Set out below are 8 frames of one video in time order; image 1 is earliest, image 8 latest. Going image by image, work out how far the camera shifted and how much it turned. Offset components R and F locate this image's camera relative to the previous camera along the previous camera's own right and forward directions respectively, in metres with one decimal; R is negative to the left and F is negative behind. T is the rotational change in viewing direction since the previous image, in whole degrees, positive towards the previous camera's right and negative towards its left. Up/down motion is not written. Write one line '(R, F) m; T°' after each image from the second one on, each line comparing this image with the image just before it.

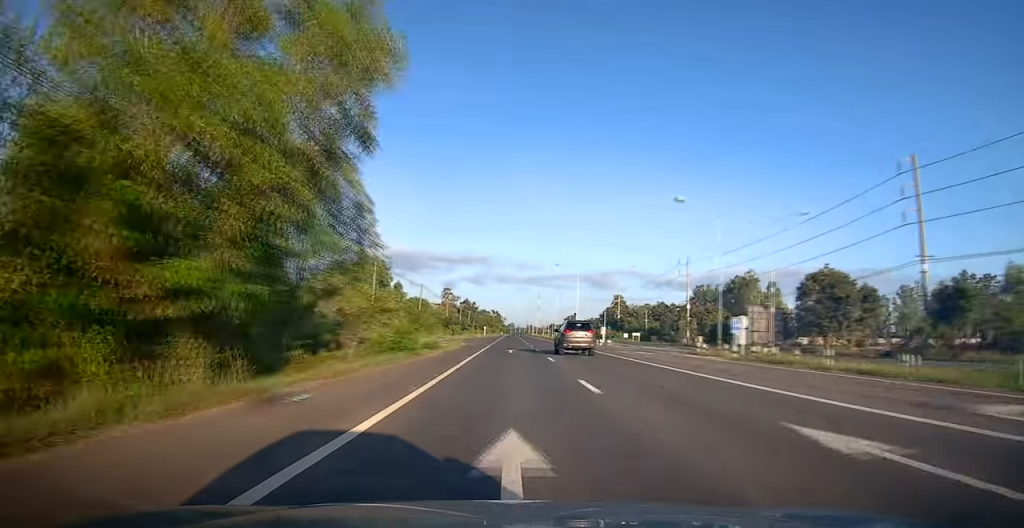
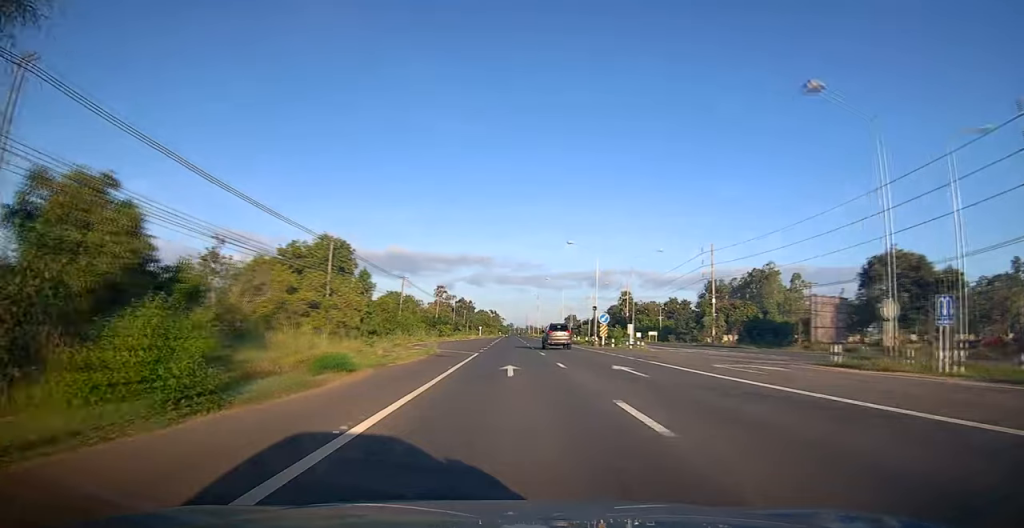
(+0.1, +17.3) m; 0°
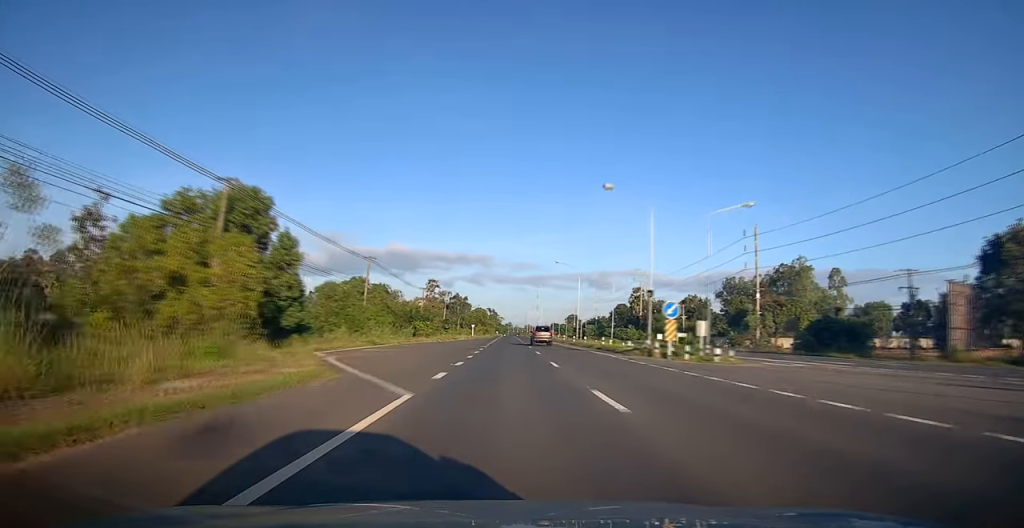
(-0.1, +21.1) m; 0°
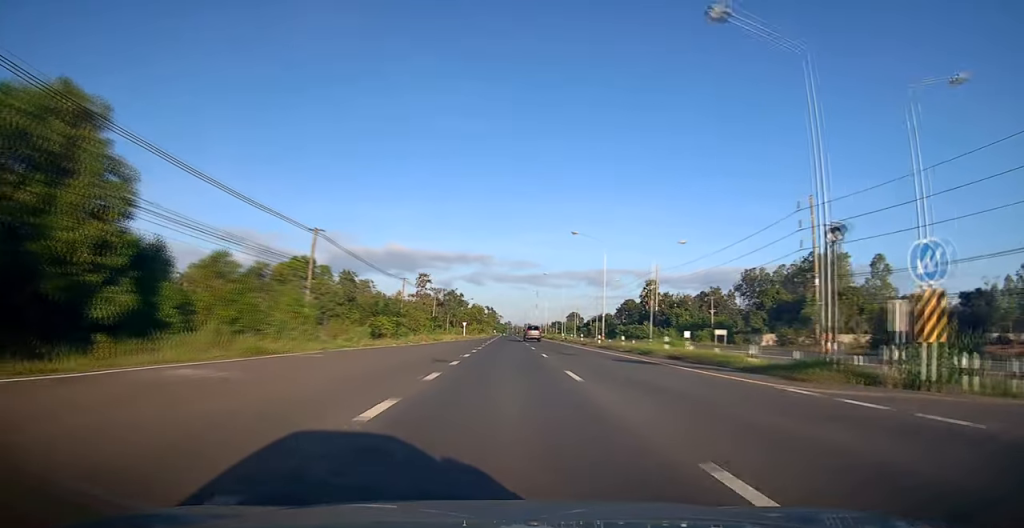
(+0.1, +18.9) m; -1°
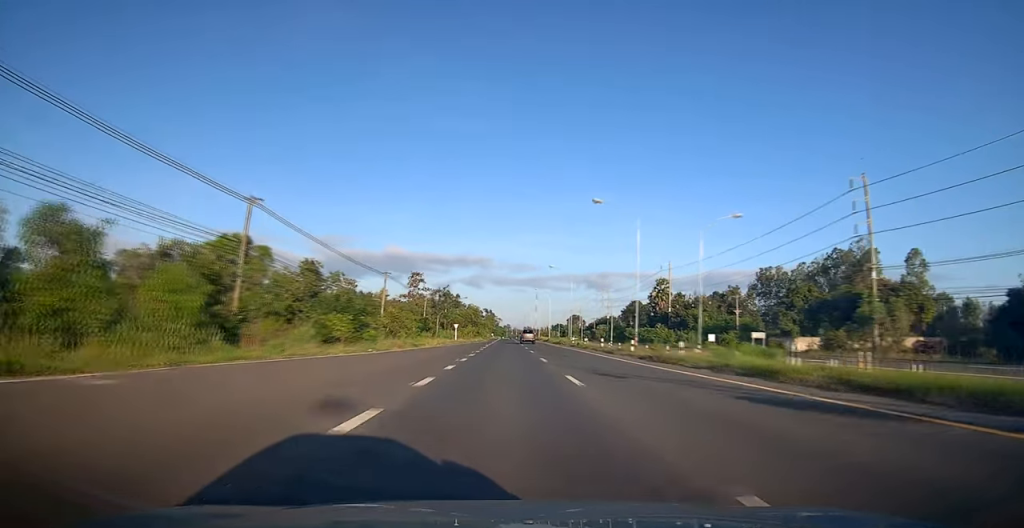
(-0.3, +13.0) m; 0°
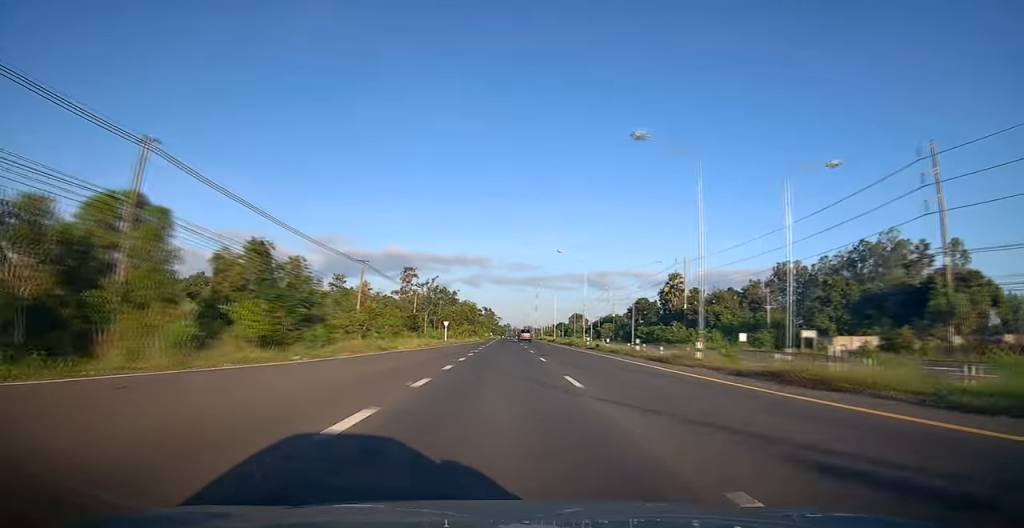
(0.0, +12.3) m; +1°
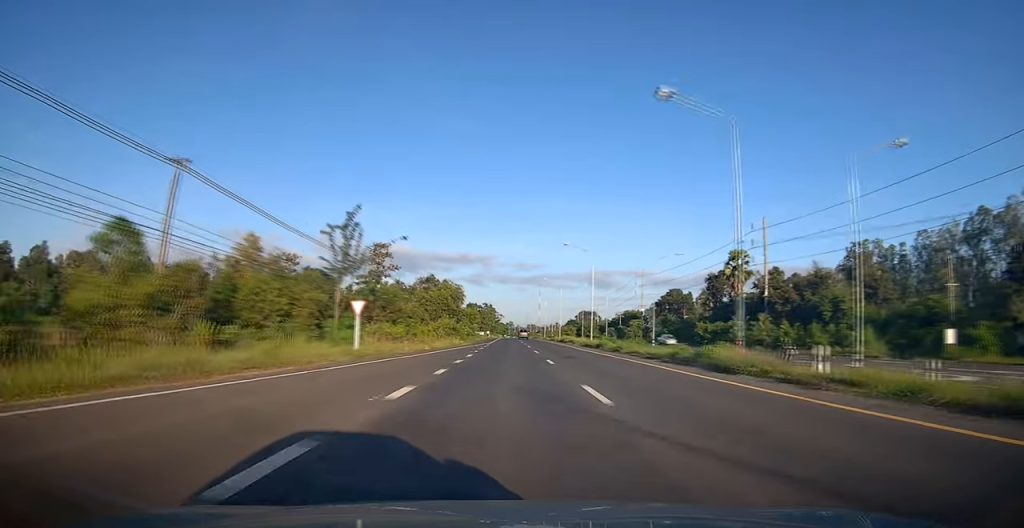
(+0.7, +38.9) m; +1°
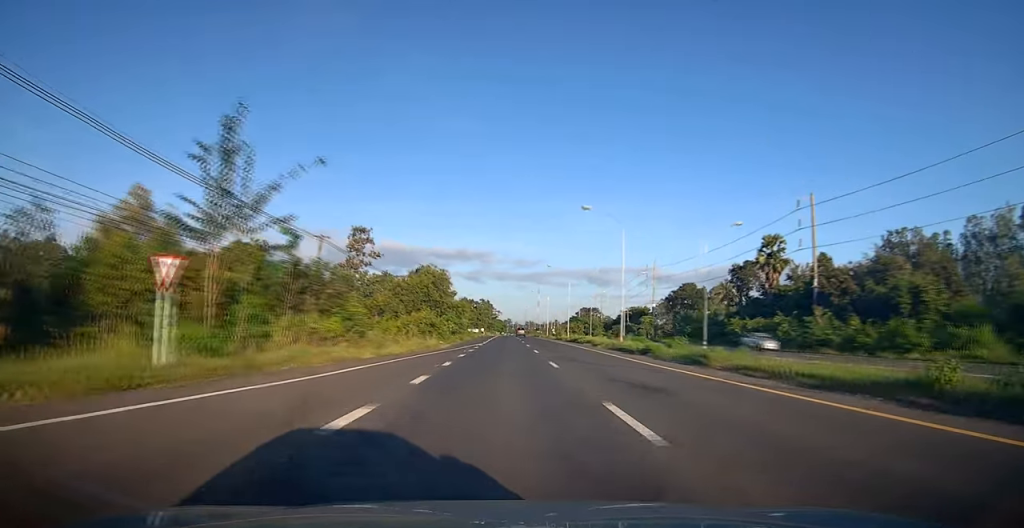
(-0.1, +15.2) m; 0°
